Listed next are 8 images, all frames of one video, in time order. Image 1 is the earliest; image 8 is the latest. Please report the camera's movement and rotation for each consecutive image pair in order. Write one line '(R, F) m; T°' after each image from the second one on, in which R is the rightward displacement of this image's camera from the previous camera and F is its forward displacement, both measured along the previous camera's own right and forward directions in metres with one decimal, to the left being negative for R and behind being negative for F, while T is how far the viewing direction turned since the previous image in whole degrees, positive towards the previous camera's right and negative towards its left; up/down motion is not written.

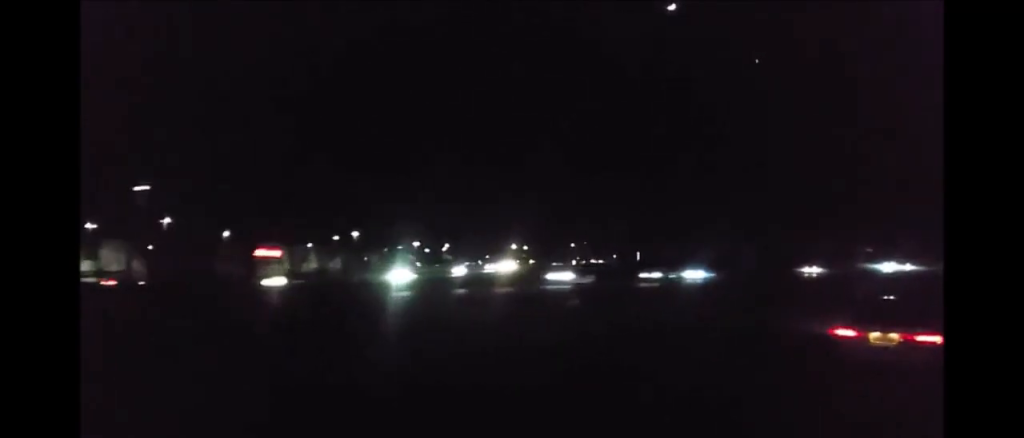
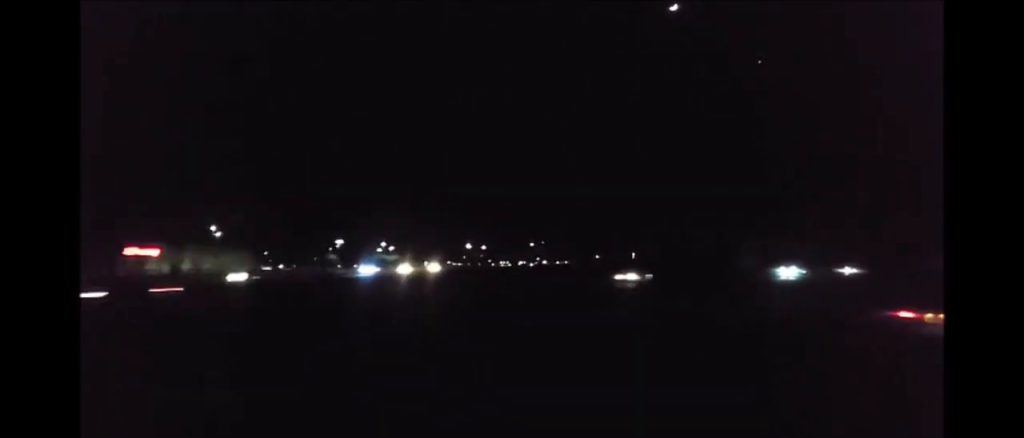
(+0.3, +36.3) m; +1°
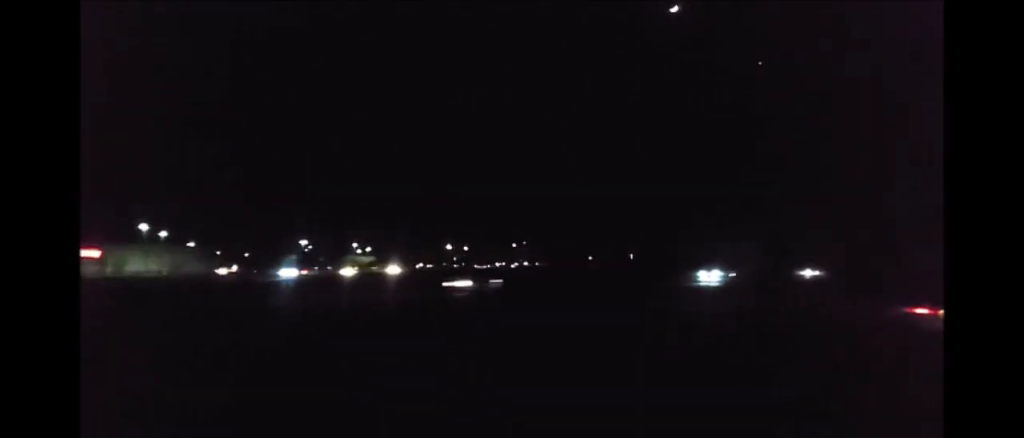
(0.0, +15.5) m; 0°
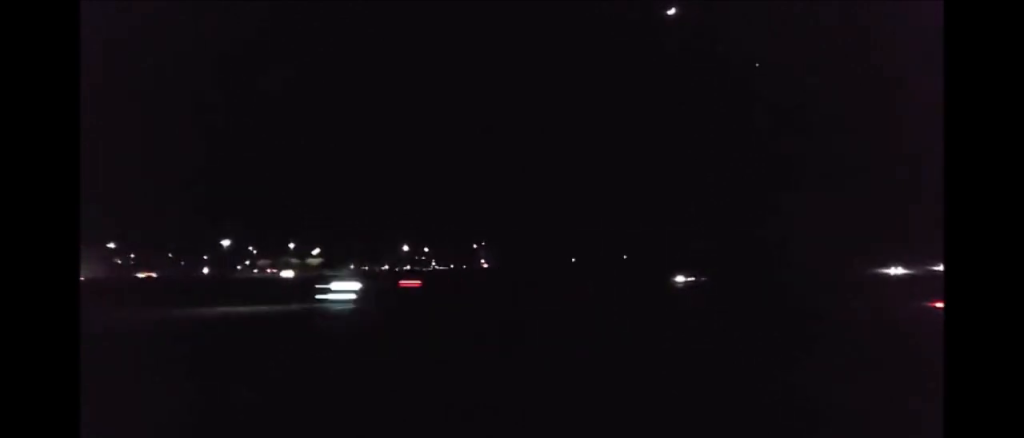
(-0.2, +26.5) m; -1°
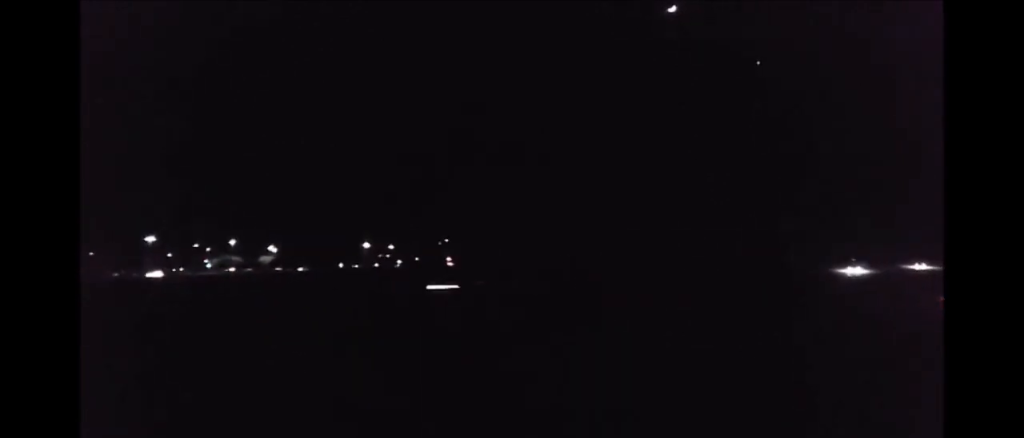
(-0.2, +22.8) m; 0°
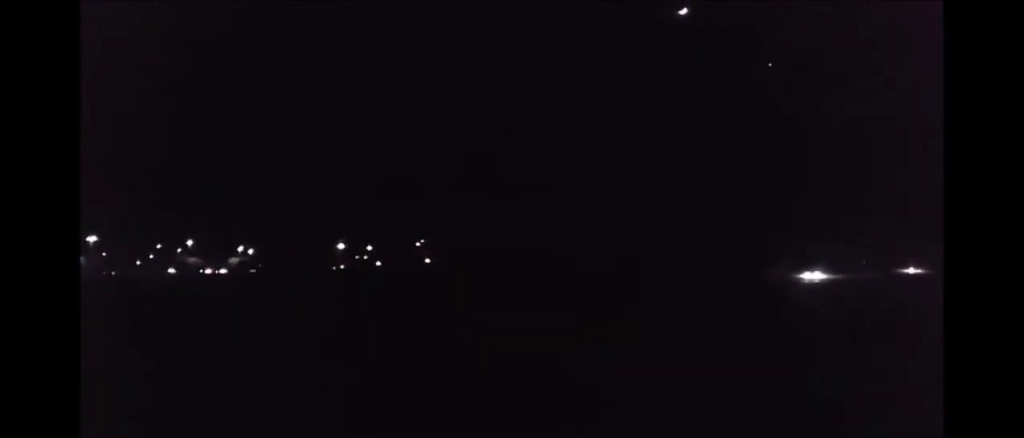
(+0.3, +18.1) m; +1°
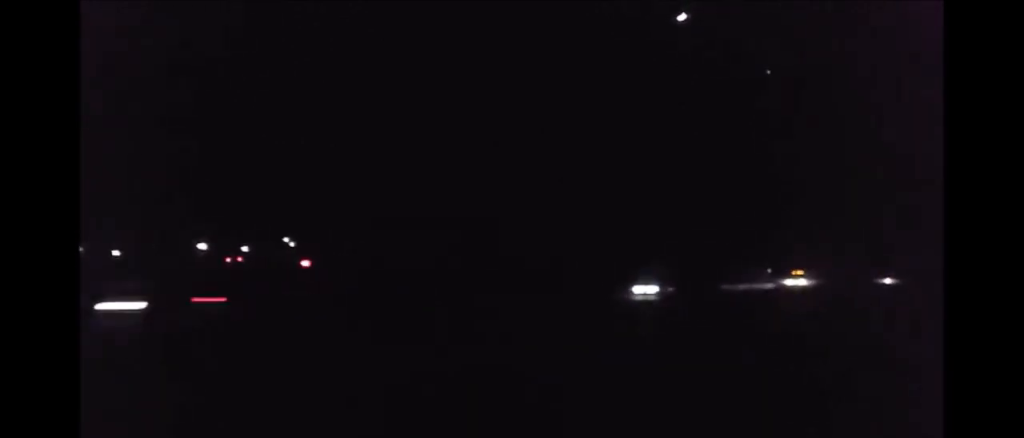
(+0.1, +53.4) m; -1°
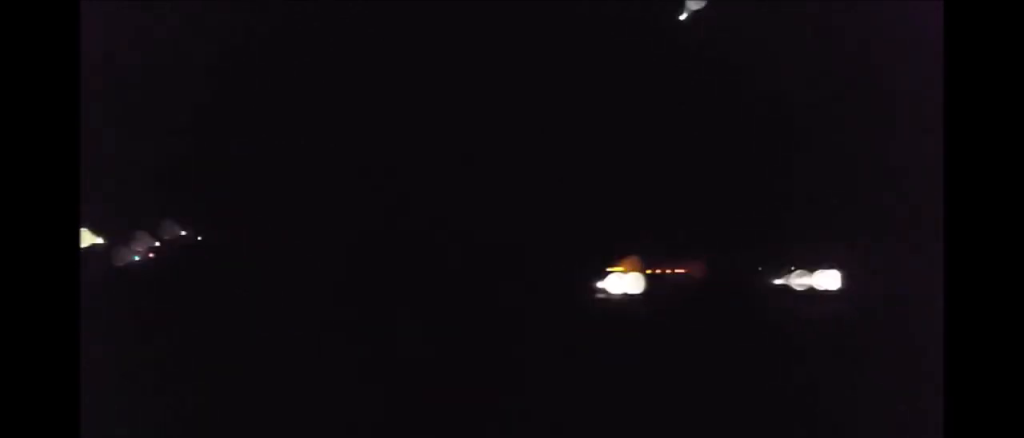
(-0.5, +31.9) m; 0°
